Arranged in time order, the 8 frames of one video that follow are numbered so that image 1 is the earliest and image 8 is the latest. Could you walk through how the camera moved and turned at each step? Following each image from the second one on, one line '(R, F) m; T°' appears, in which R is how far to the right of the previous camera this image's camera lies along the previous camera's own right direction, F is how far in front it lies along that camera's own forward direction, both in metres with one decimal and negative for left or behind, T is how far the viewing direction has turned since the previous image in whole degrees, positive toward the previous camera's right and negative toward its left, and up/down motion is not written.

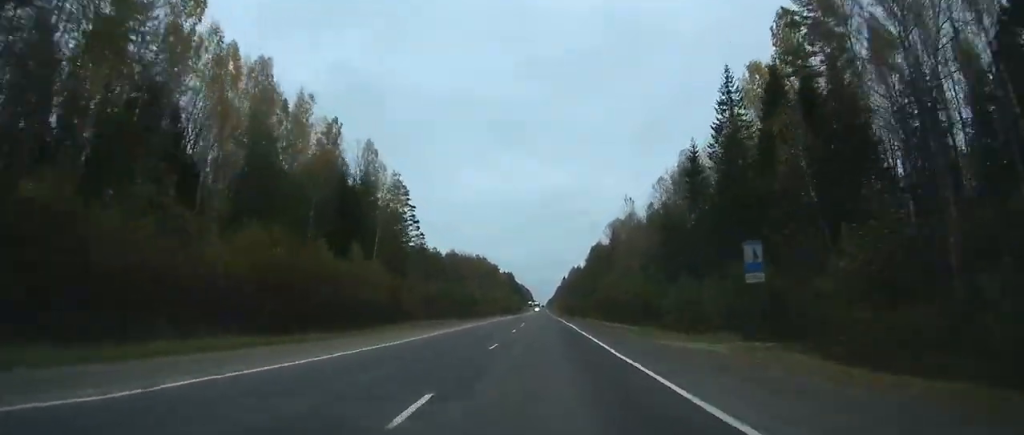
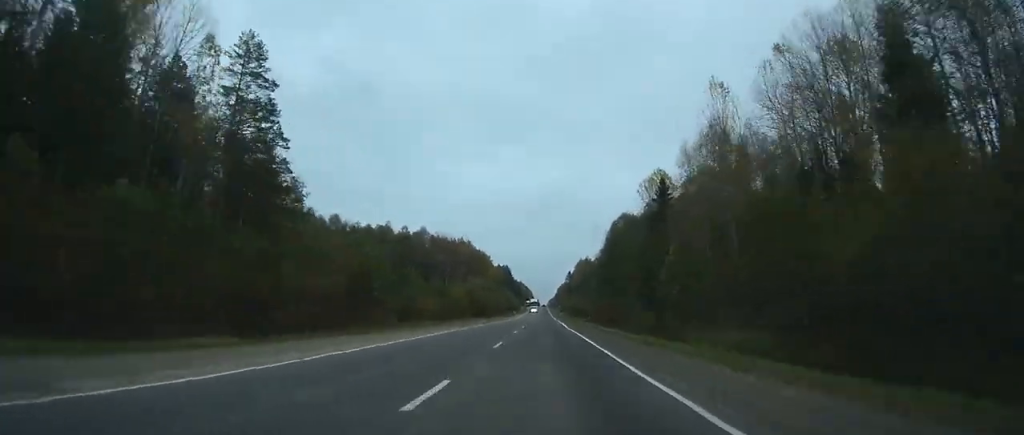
(+0.1, +59.9) m; 0°
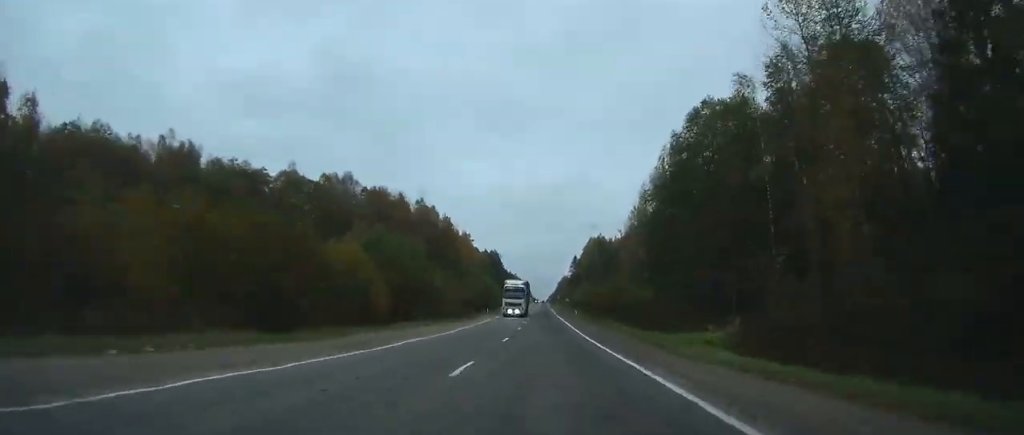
(0.0, +70.7) m; 0°
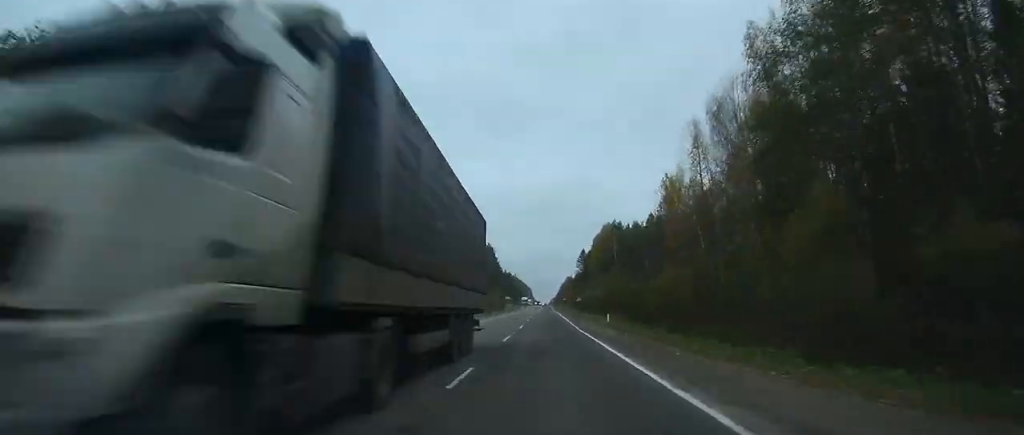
(0.0, +37.8) m; 0°
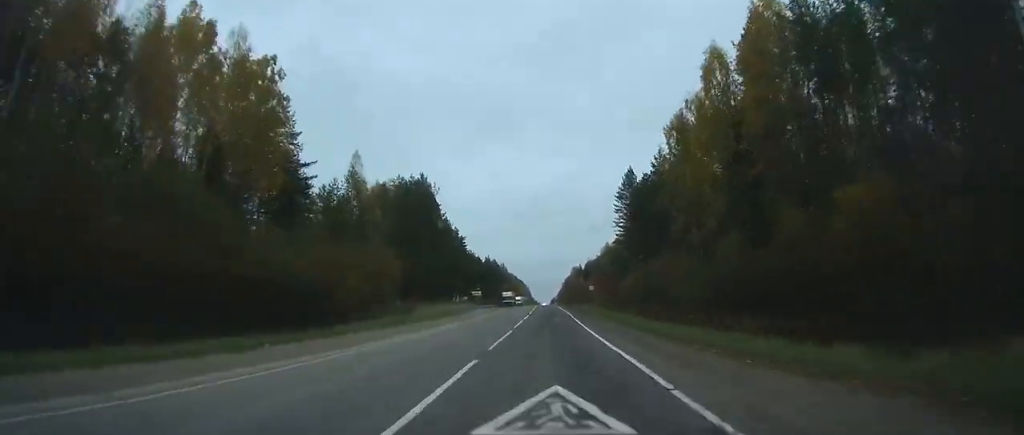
(+0.6, +113.7) m; 0°
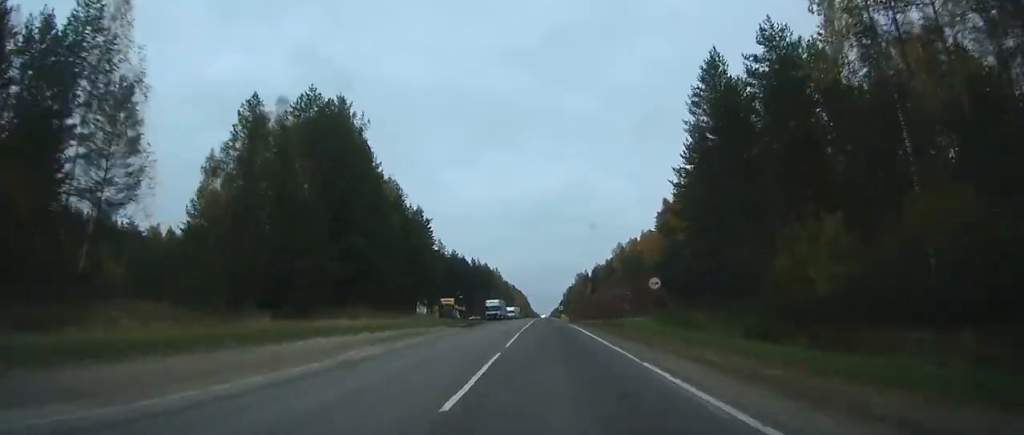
(0.0, +44.5) m; 0°
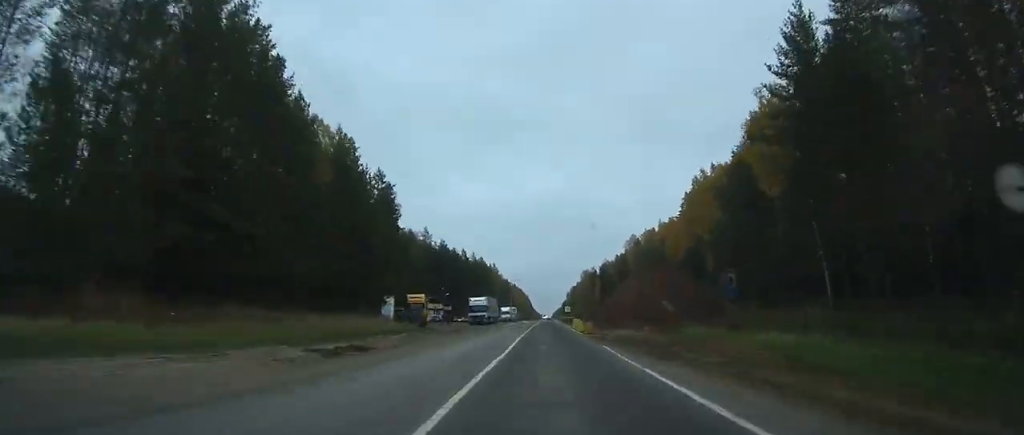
(+0.1, +28.2) m; 0°
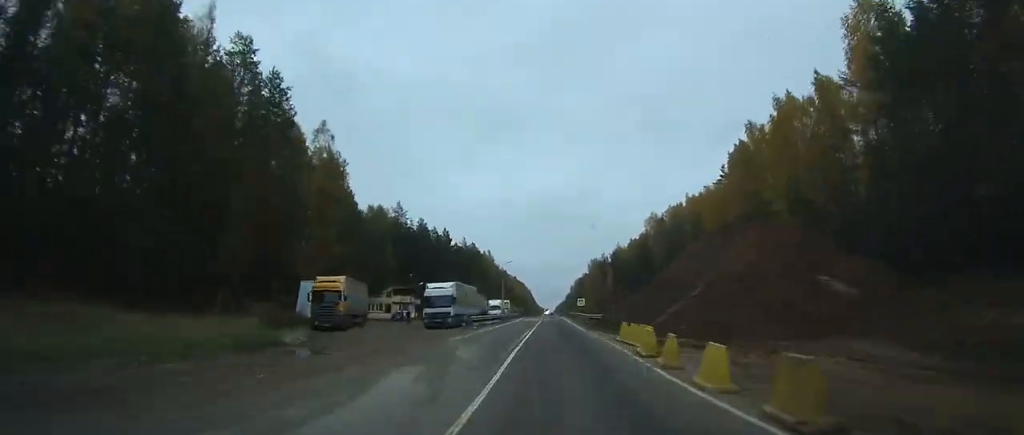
(-0.3, +33.2) m; 0°
